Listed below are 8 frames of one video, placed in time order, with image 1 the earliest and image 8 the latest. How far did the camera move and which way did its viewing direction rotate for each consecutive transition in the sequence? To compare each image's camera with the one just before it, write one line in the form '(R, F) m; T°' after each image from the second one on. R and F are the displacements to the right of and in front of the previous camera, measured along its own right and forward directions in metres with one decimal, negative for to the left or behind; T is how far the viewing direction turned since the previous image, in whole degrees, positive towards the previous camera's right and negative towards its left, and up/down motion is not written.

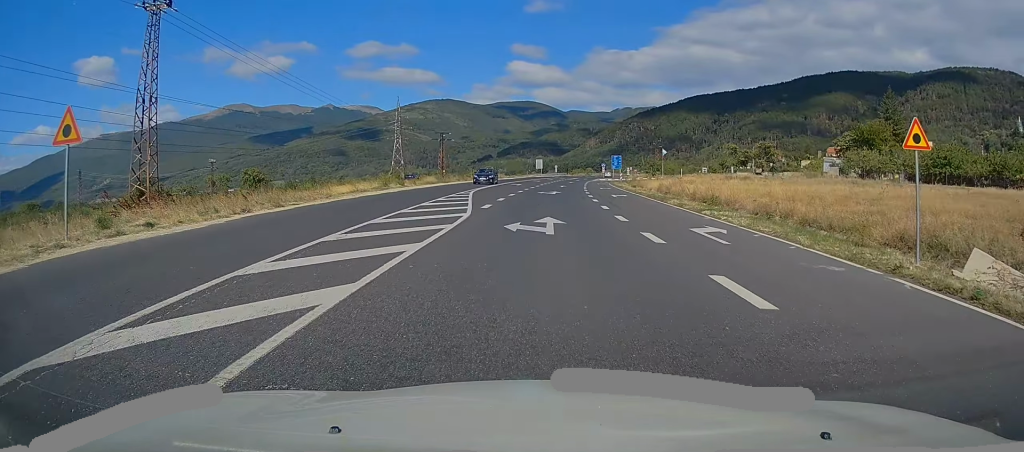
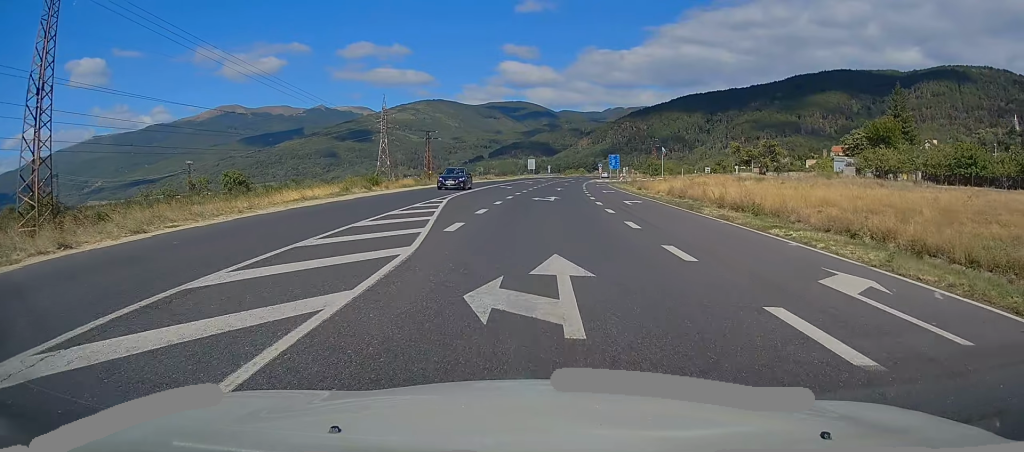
(+0.1, +7.8) m; +1°
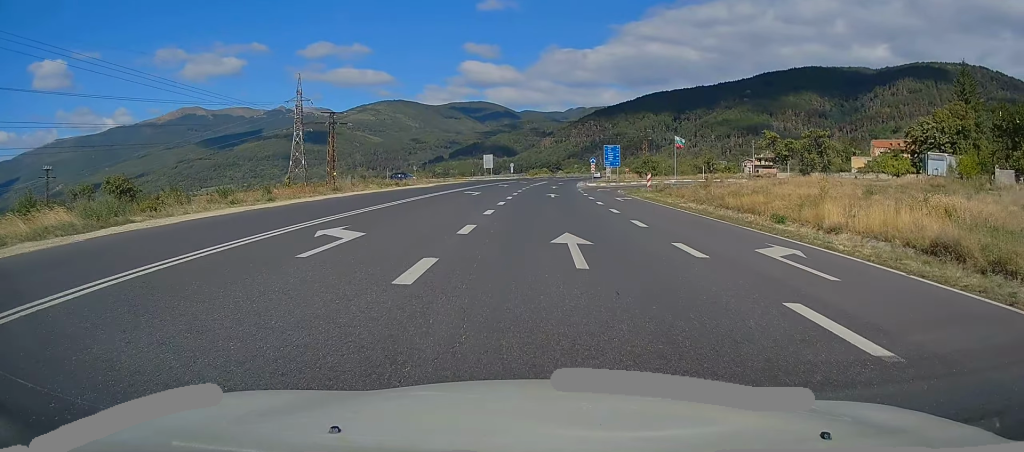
(+1.6, +39.7) m; +4°
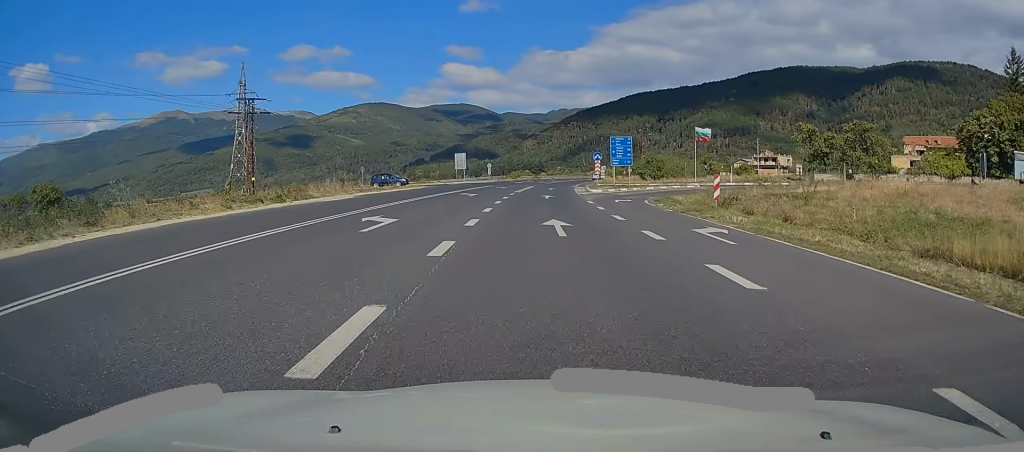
(0.0, +19.9) m; +1°
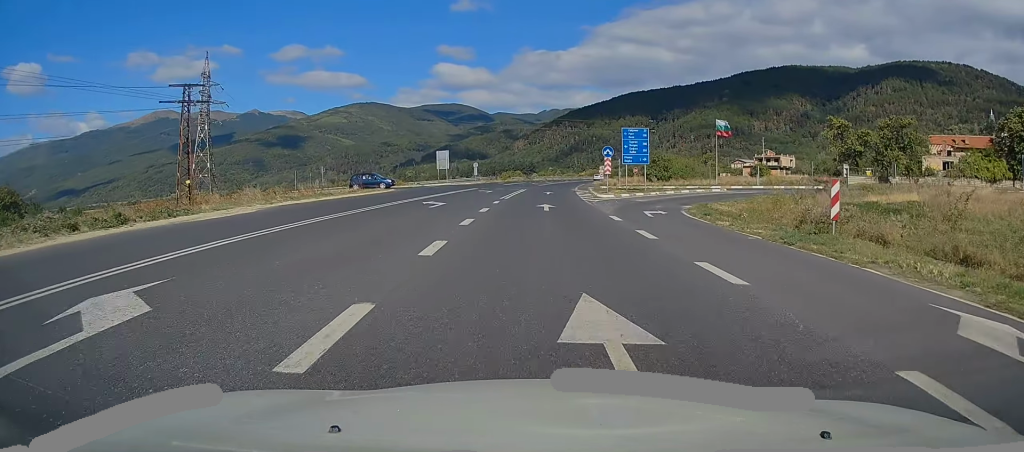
(+0.1, +11.0) m; +1°
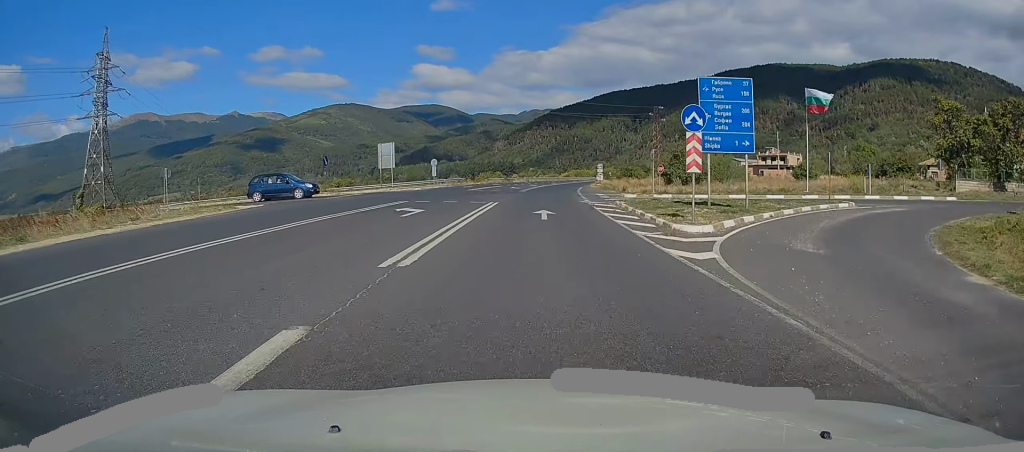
(+0.7, +23.7) m; +3°
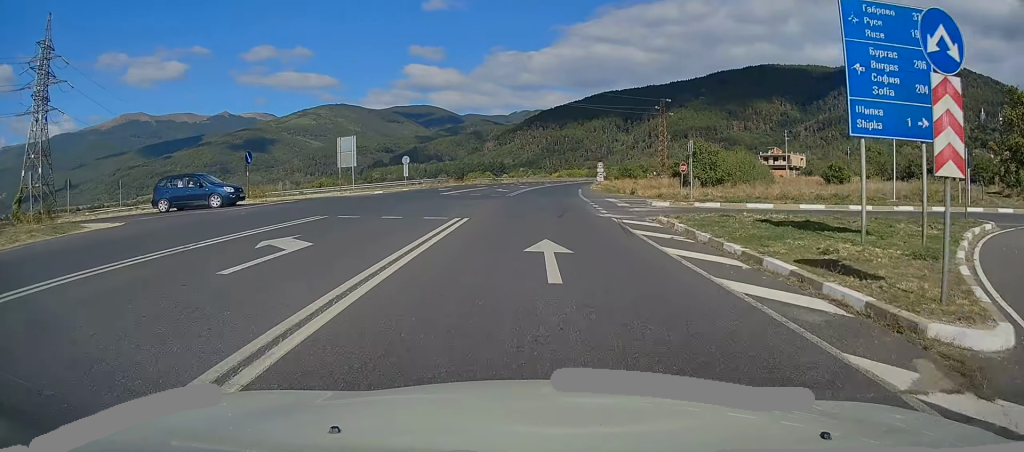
(+0.1, +10.7) m; +1°
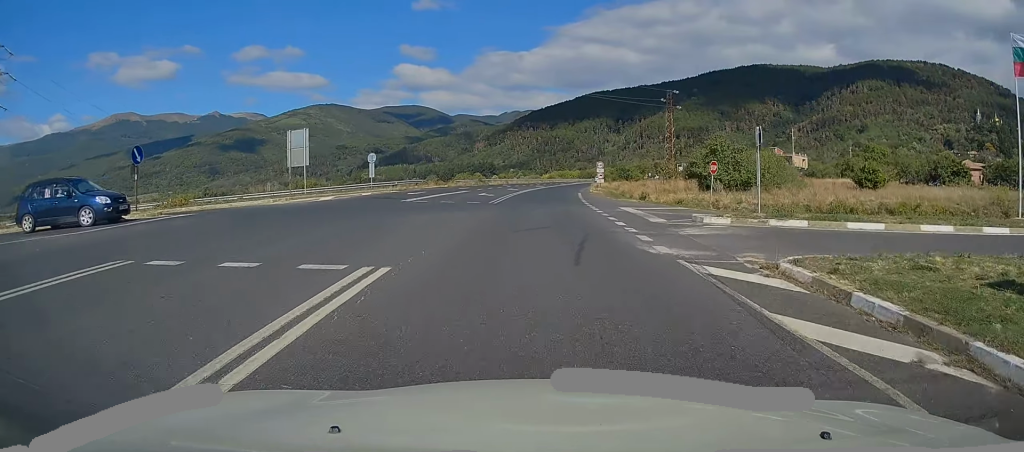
(0.0, +9.1) m; 0°
